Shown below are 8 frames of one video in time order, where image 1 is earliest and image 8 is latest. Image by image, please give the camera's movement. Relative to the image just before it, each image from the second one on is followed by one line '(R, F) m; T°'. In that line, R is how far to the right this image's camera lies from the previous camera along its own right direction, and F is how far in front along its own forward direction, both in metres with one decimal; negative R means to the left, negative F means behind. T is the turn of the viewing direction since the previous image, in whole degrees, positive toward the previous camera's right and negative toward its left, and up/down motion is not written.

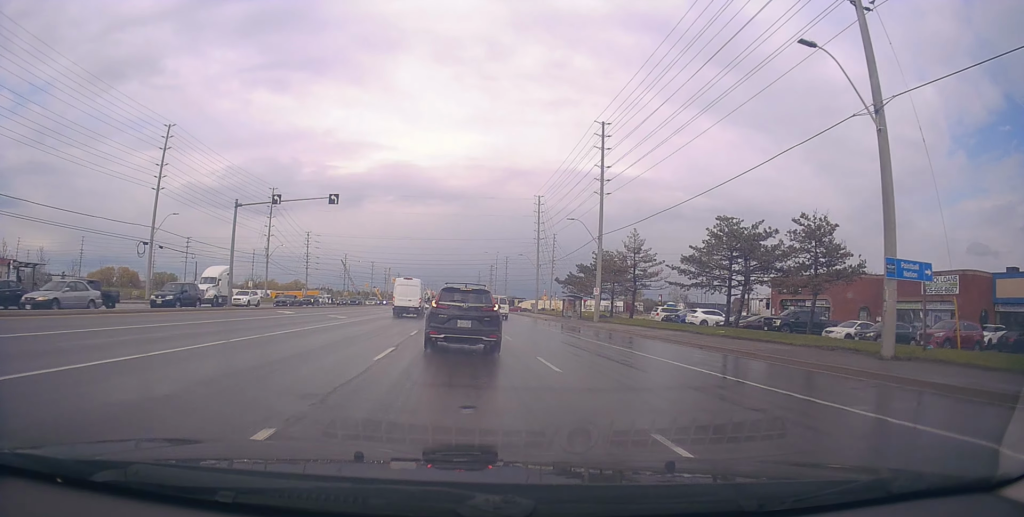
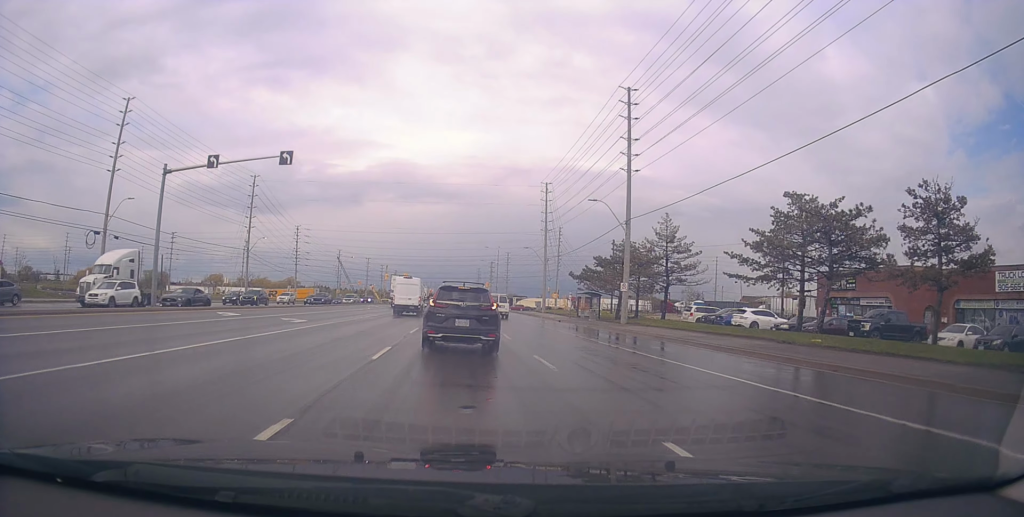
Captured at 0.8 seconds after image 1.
(+0.1, +9.1) m; +1°
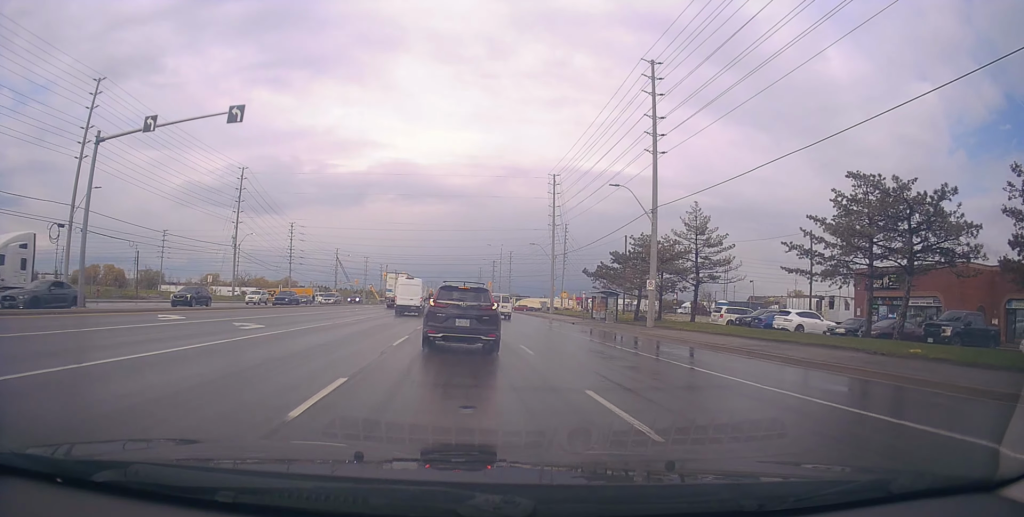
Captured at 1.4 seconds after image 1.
(0.0, +6.2) m; 0°
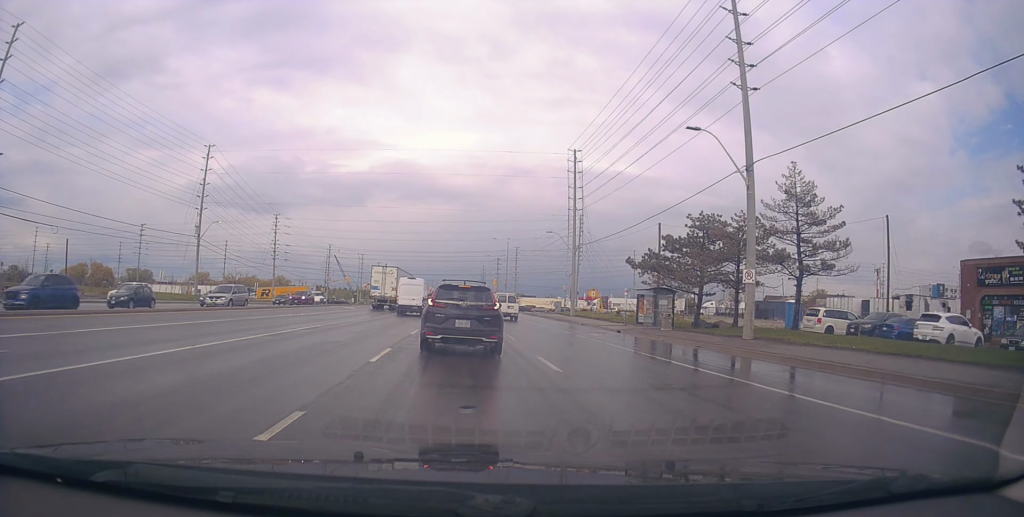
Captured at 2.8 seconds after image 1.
(-0.2, +13.0) m; -2°
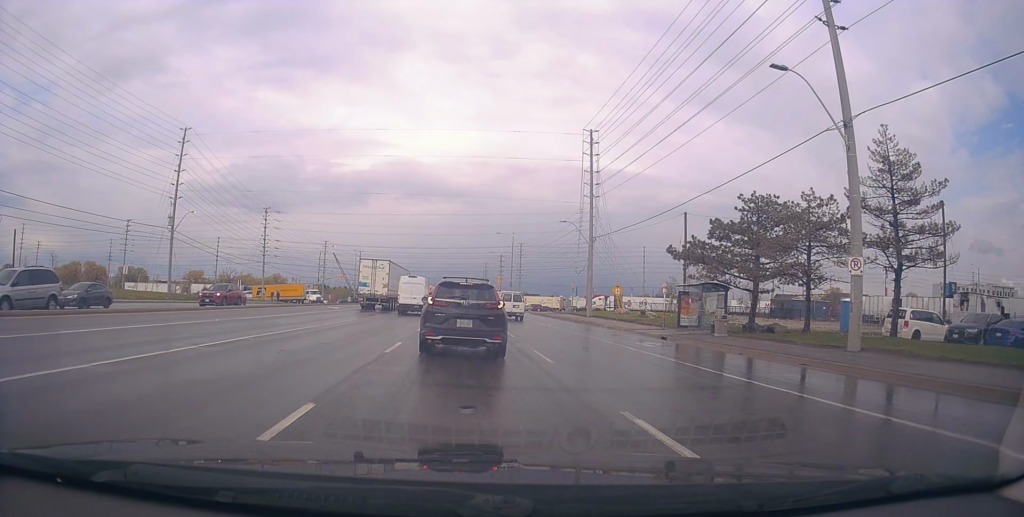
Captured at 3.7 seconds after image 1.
(-0.2, +8.0) m; -1°
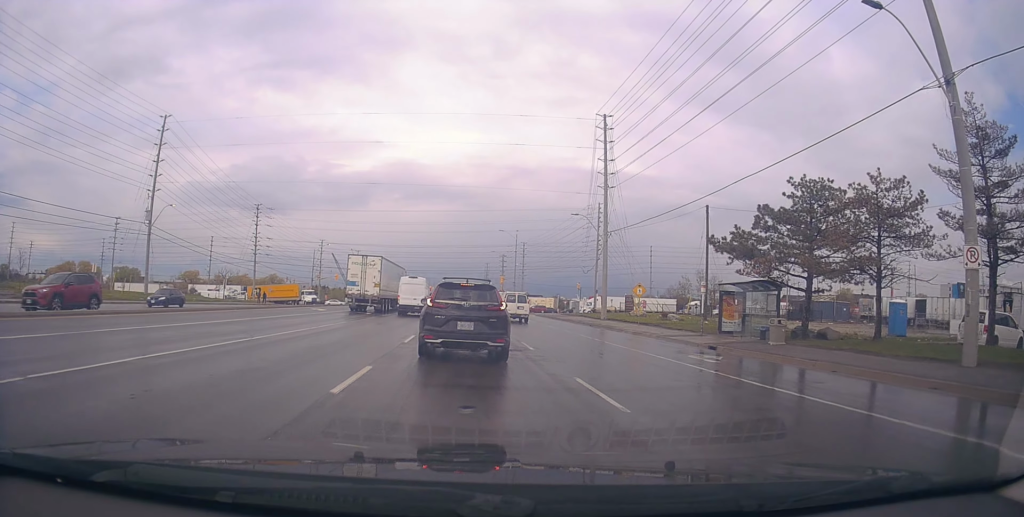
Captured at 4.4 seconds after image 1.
(0.0, +5.8) m; 0°
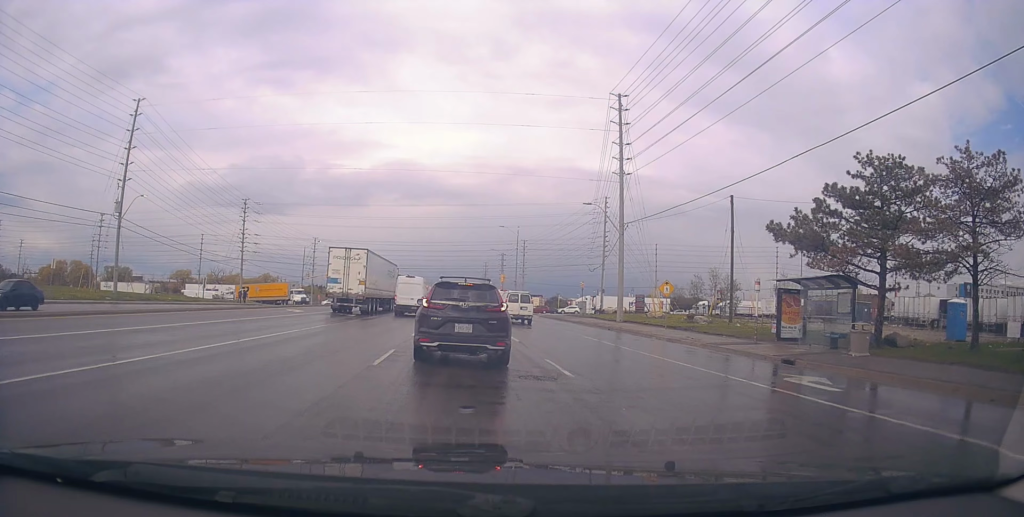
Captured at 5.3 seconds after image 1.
(0.0, +6.1) m; +3°
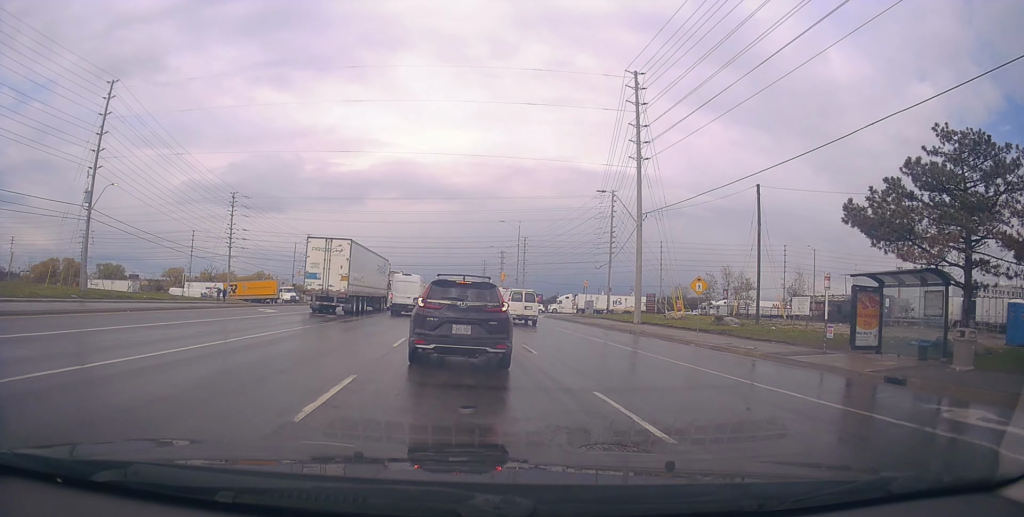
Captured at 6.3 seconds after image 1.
(+0.3, +5.2) m; +4°
